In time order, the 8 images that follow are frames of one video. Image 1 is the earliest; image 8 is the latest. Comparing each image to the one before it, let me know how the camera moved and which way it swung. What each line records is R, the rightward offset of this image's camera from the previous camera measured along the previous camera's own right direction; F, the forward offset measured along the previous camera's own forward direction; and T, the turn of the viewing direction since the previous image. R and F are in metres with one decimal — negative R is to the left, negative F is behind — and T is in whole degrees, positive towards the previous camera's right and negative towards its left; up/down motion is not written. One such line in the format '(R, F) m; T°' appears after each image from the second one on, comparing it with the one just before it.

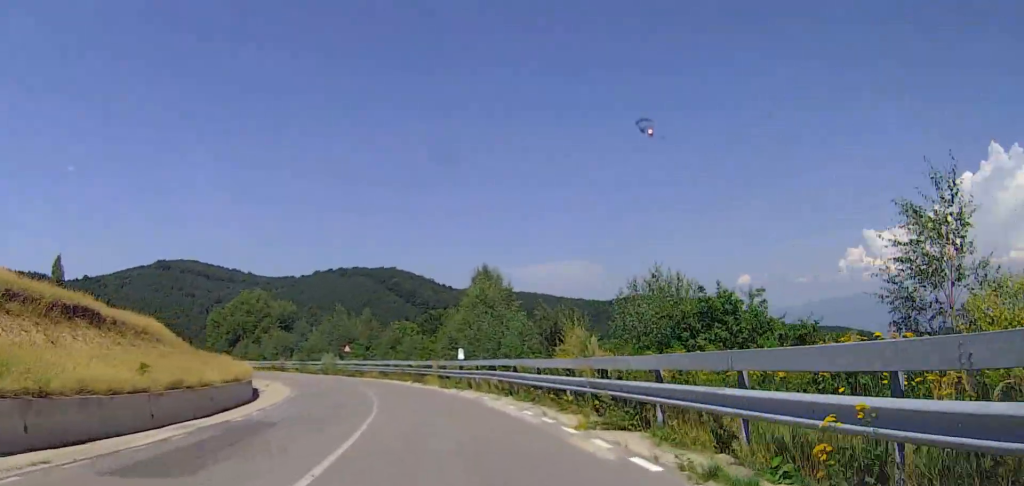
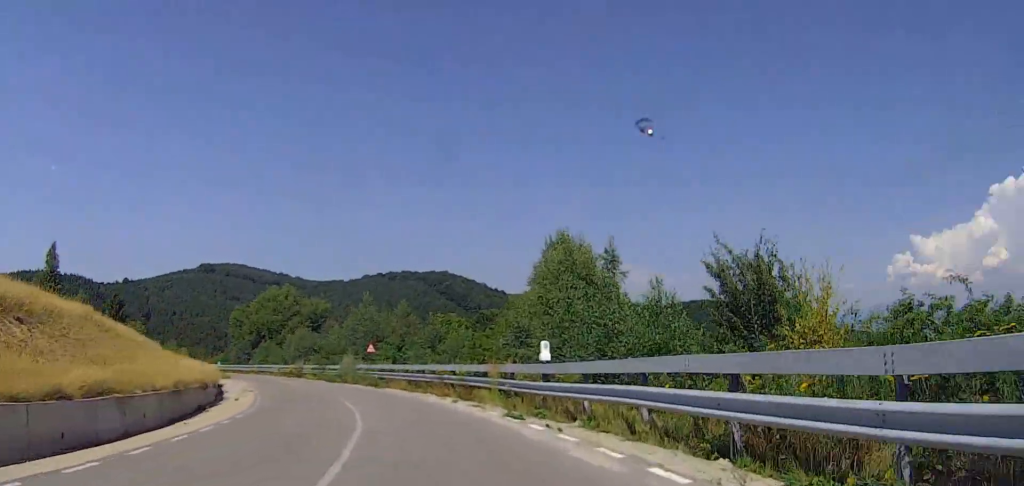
(0.0, +15.0) m; -3°
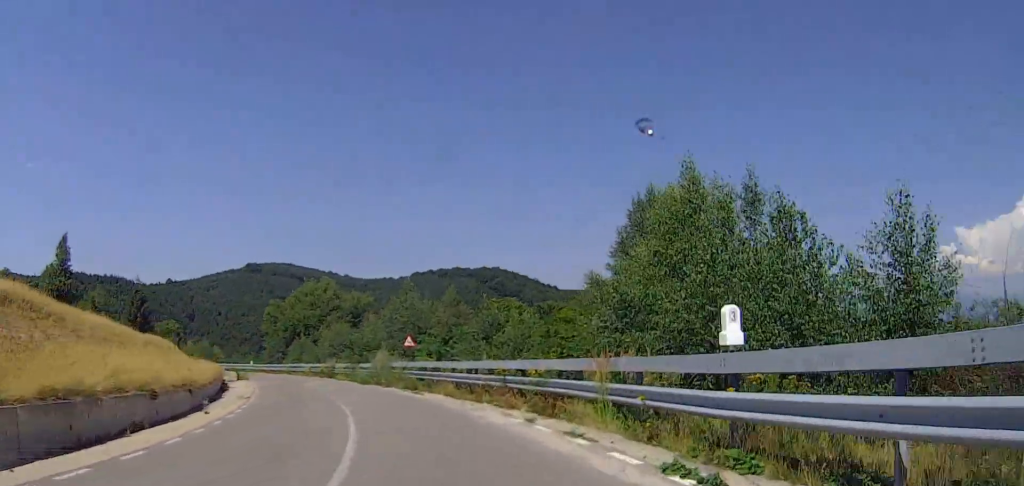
(-0.2, +9.1) m; -3°
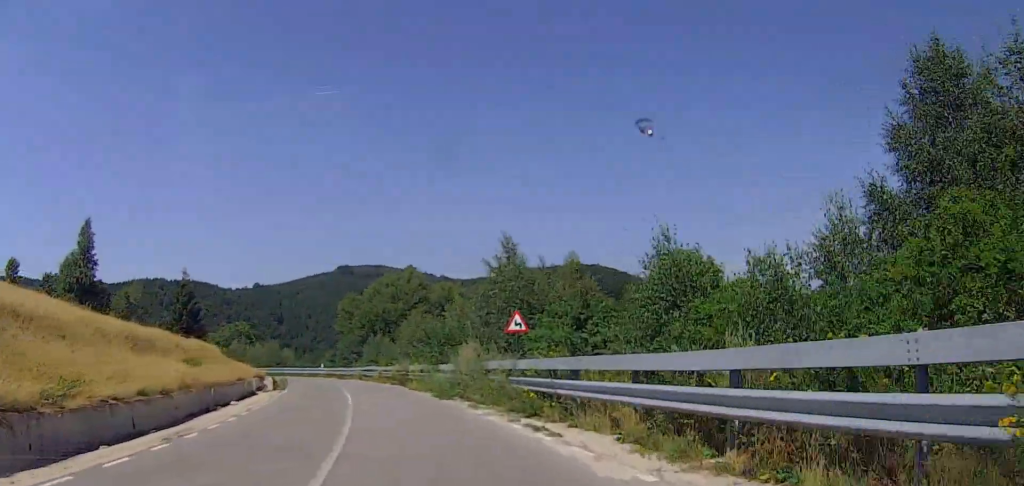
(-0.8, +14.5) m; -6°
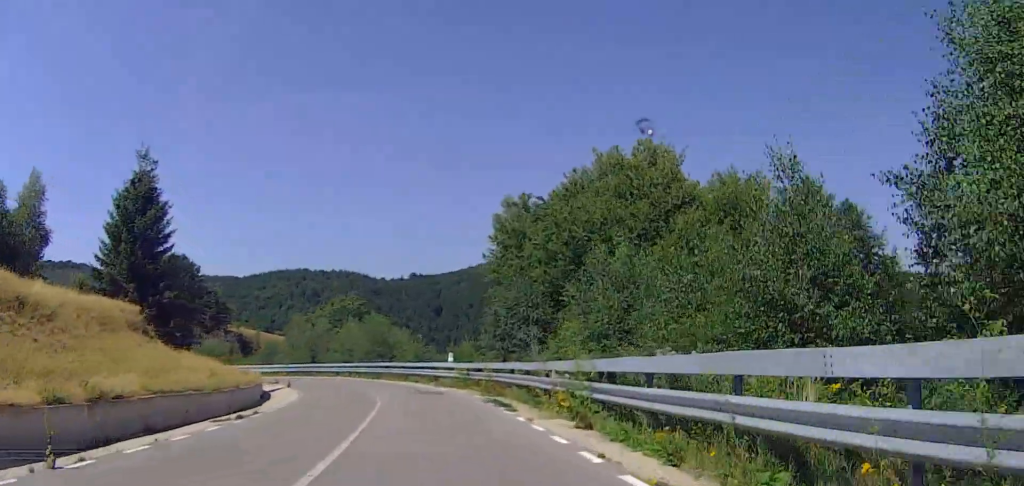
(-7.6, +48.3) m; -15°
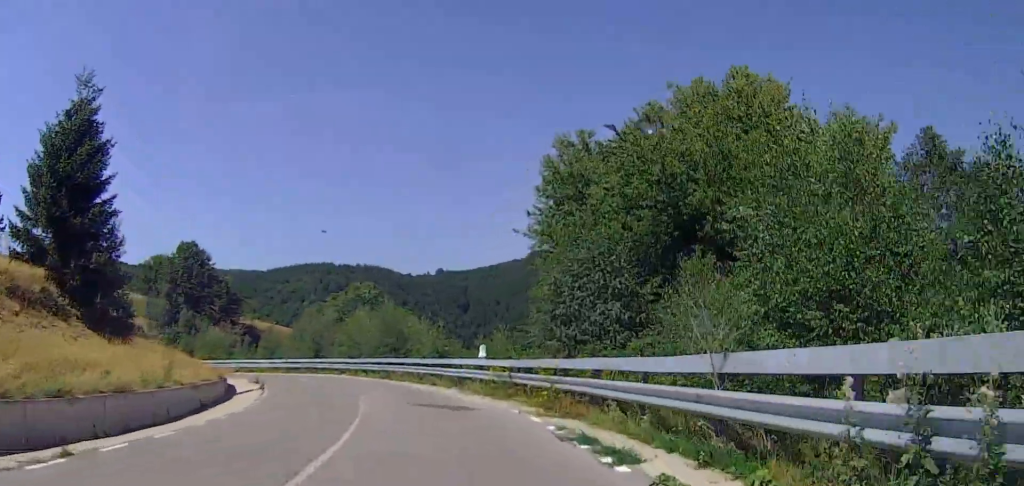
(+0.7, +10.6) m; 0°
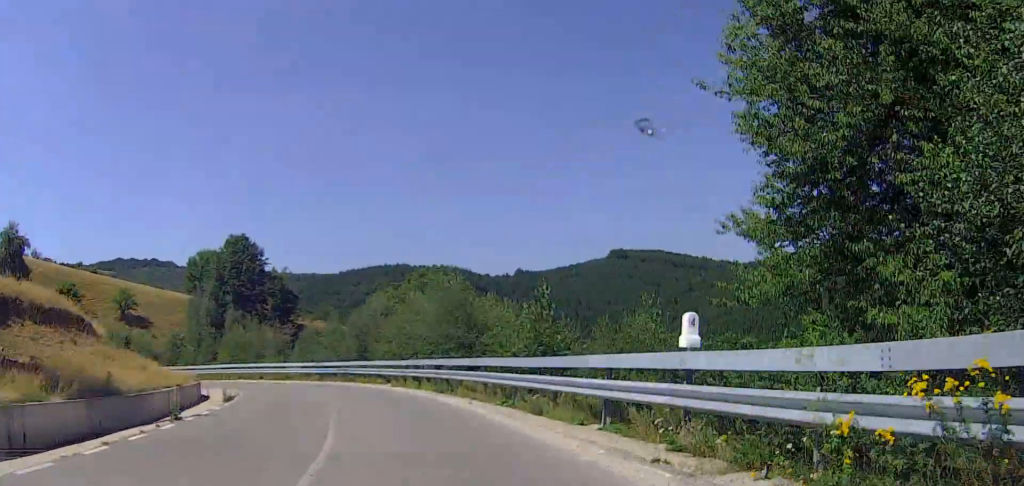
(-0.8, +16.9) m; -7°
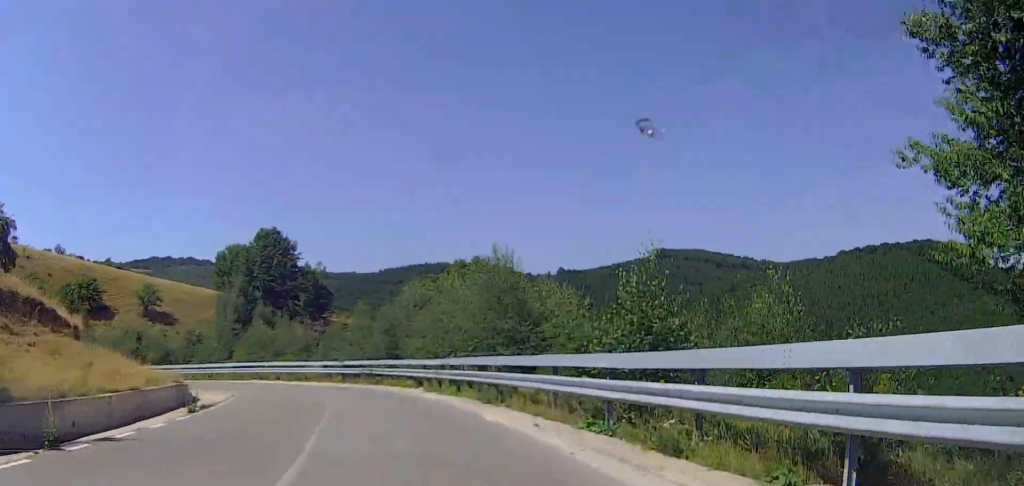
(-0.3, +6.5) m; -4°
